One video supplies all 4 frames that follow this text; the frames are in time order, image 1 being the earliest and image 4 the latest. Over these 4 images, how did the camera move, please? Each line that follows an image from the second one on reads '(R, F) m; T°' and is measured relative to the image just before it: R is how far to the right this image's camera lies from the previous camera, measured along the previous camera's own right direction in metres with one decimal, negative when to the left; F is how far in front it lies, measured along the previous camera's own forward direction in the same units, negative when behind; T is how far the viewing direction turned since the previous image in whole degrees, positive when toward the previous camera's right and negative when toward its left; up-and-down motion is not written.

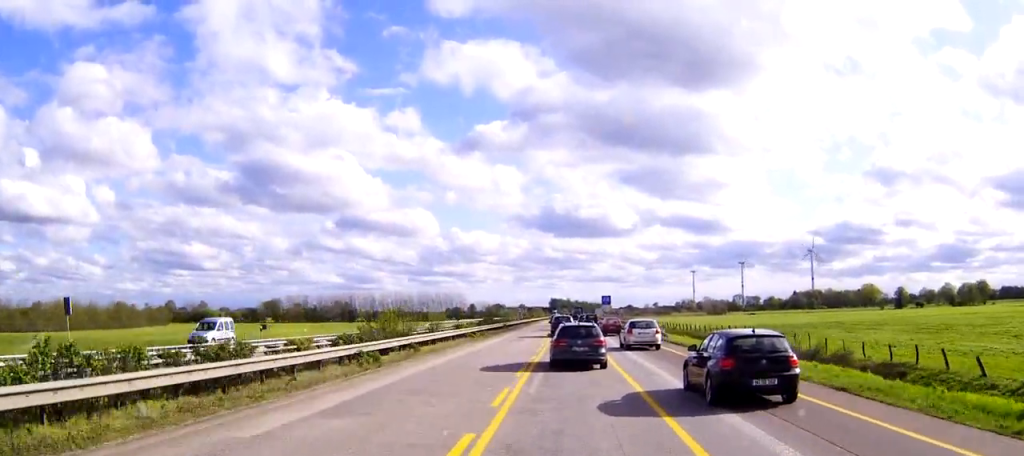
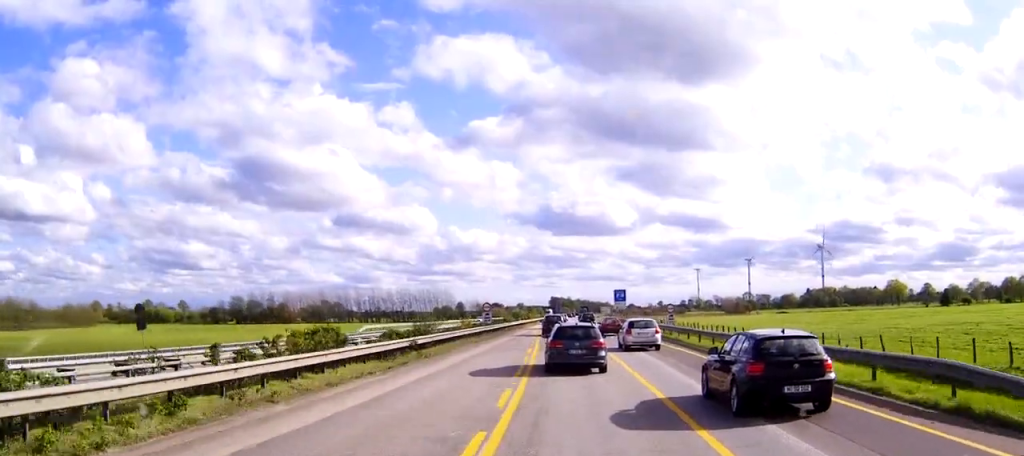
(+0.1, +44.7) m; 0°
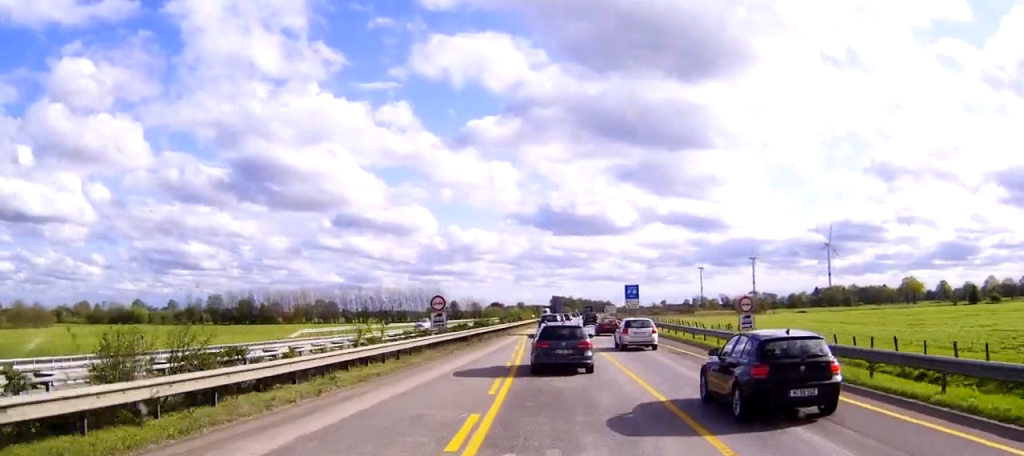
(0.0, +22.9) m; 0°
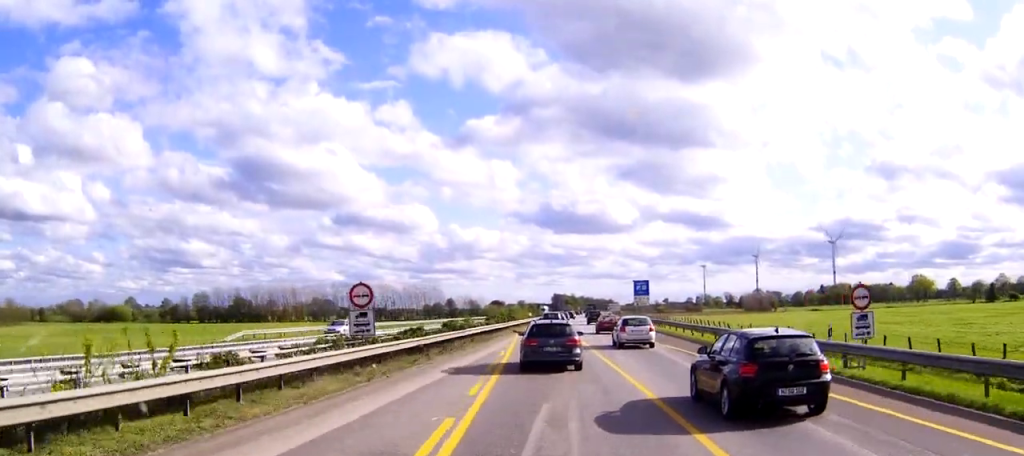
(0.0, +13.4) m; 0°
